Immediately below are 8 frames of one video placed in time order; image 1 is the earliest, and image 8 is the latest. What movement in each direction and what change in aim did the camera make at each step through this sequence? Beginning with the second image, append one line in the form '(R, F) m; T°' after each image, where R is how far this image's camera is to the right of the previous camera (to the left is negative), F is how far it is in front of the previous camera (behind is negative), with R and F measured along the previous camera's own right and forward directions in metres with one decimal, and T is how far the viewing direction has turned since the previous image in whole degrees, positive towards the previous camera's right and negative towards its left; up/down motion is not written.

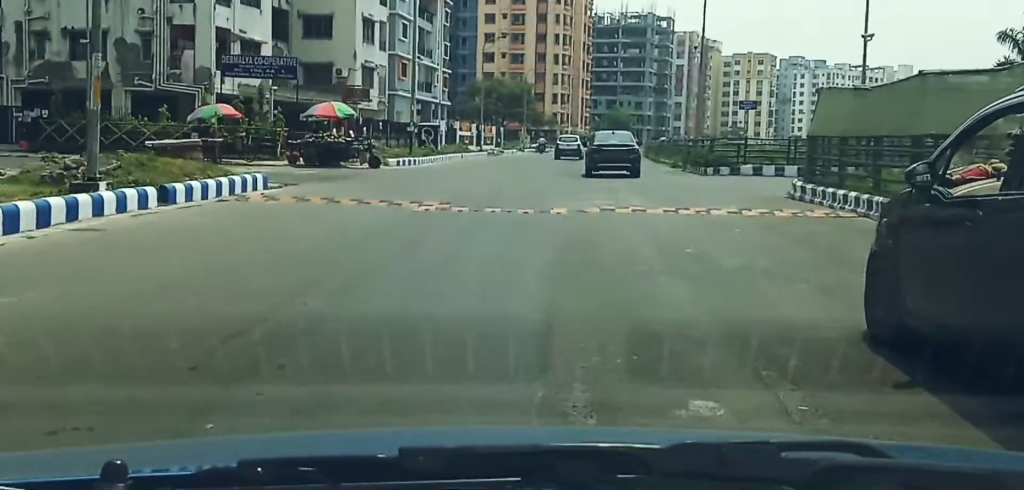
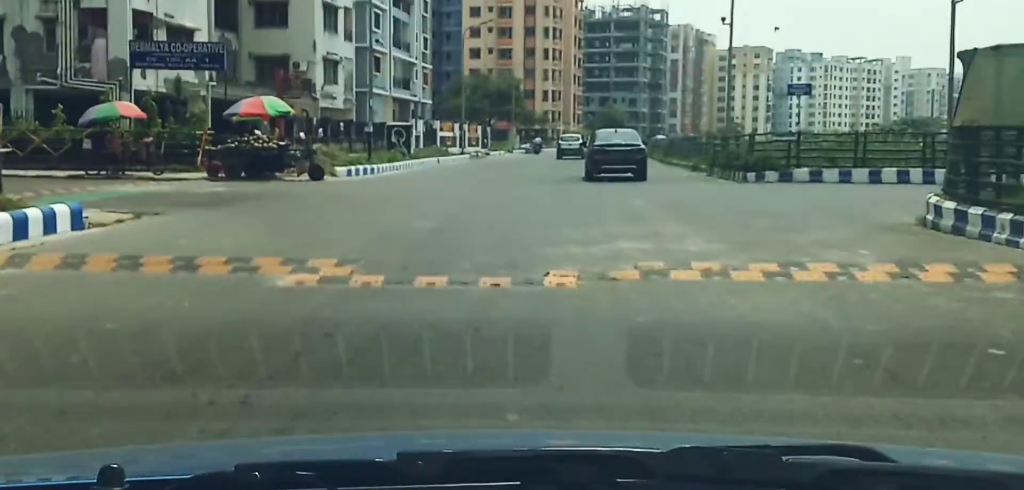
(0.0, +8.6) m; 0°
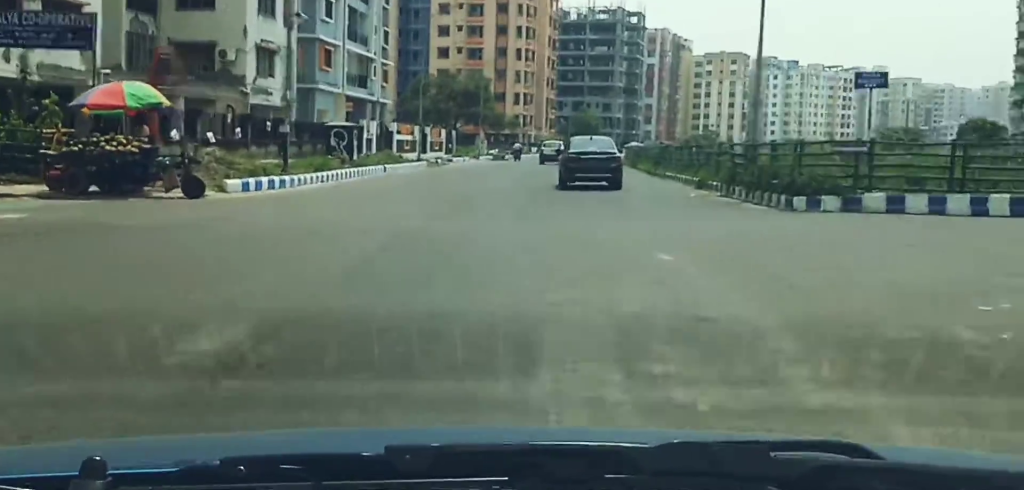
(0.0, +10.2) m; 0°
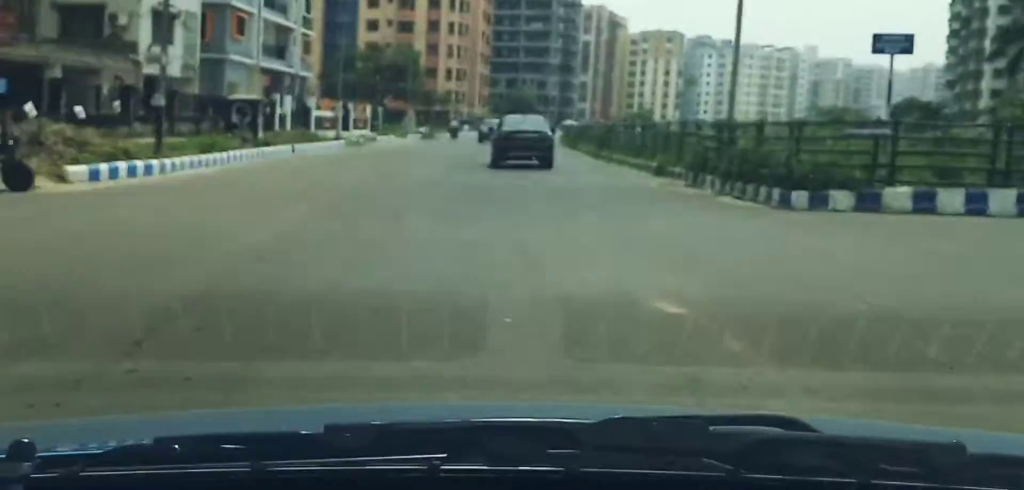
(0.0, +5.7) m; 0°
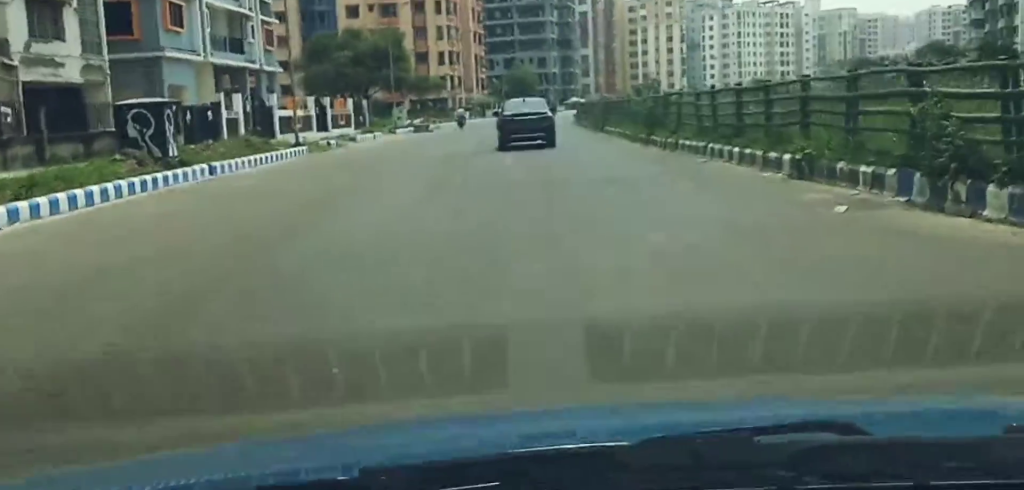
(-0.5, +12.6) m; 0°
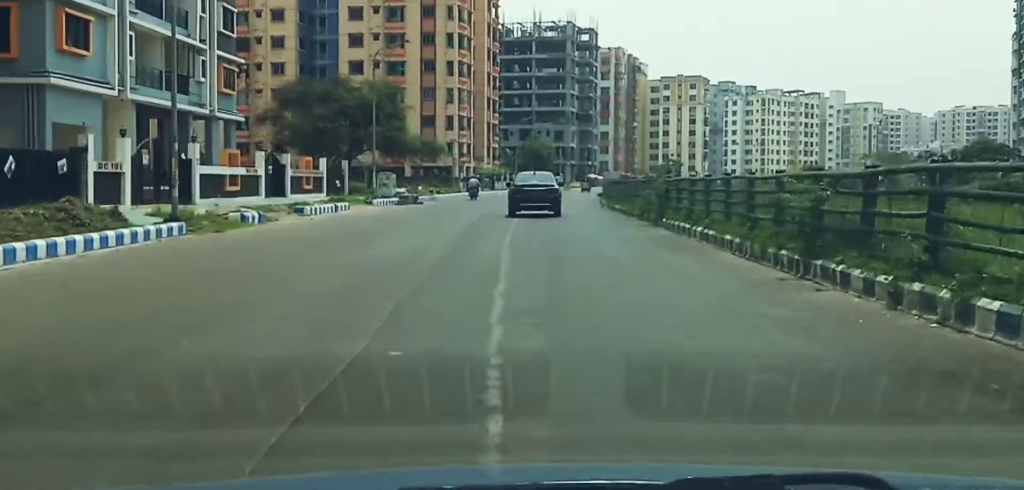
(+1.0, +12.9) m; +5°
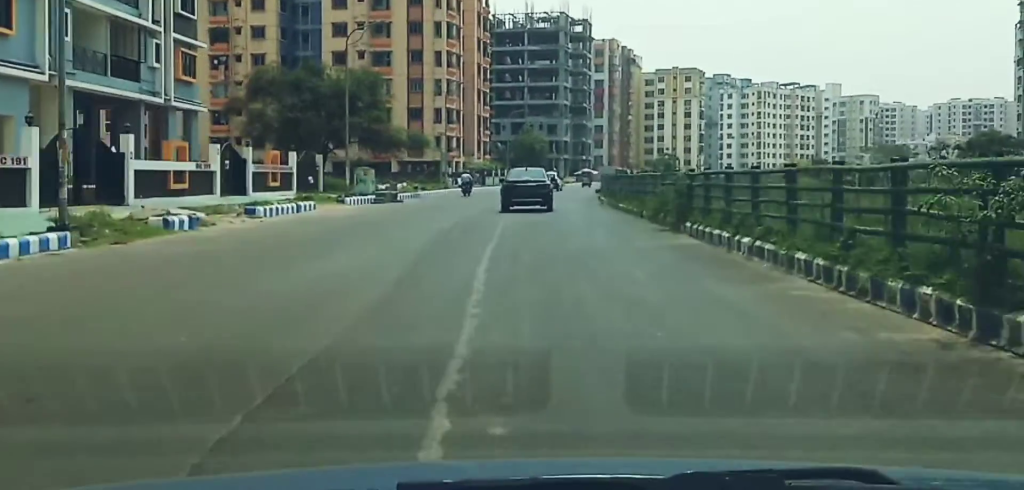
(-0.2, +4.1) m; -1°
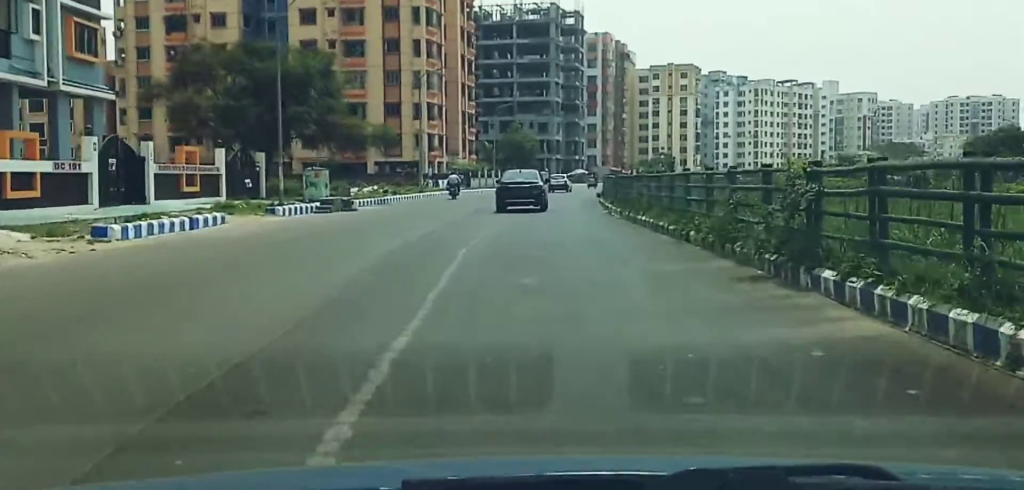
(+0.3, +8.5) m; +2°
